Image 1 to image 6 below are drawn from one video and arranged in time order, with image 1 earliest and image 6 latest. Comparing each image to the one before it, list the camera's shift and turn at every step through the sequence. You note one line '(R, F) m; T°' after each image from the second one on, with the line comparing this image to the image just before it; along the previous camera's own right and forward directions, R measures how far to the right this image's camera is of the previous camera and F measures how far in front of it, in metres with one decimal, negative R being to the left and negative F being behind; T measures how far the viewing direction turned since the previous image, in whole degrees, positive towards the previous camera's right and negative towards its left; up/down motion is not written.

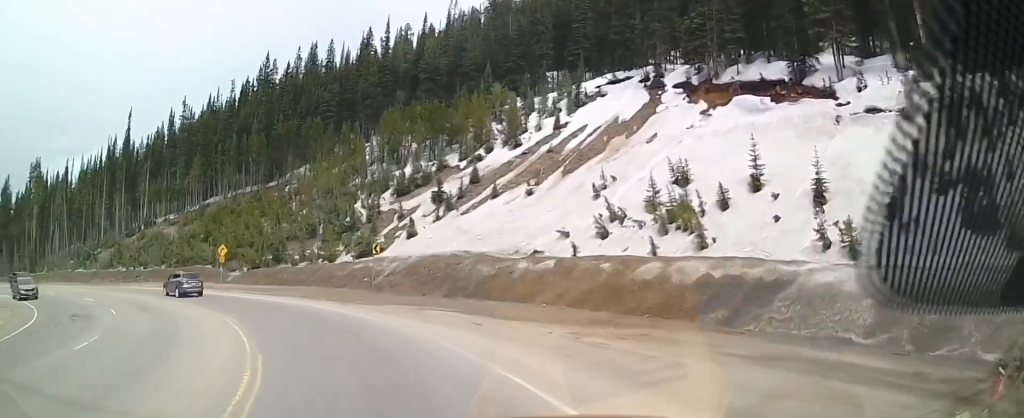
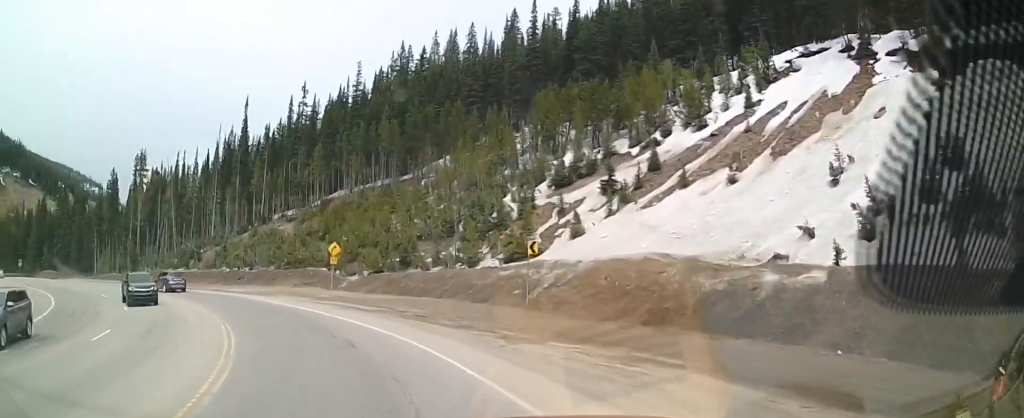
(-0.5, +12.9) m; -18°
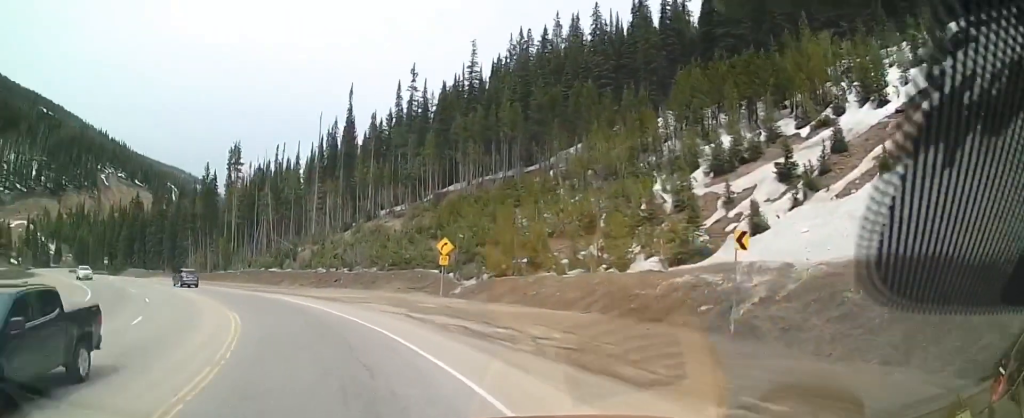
(-2.5, +8.8) m; -12°
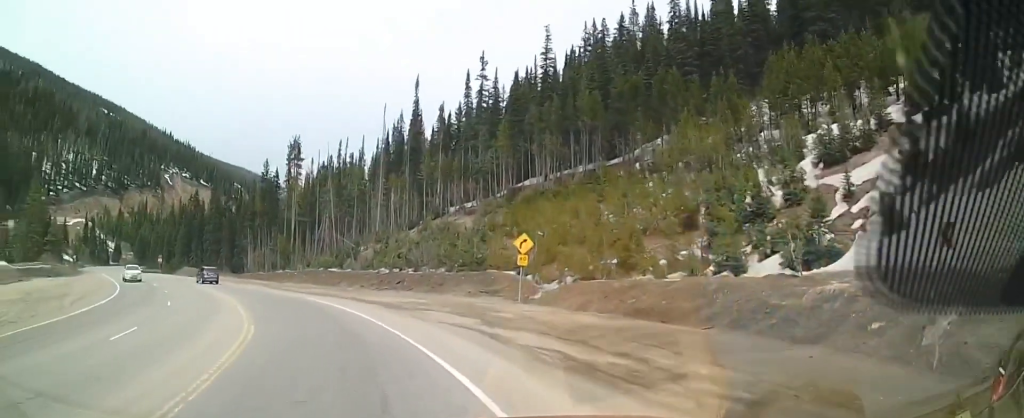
(+0.4, +4.8) m; +1°
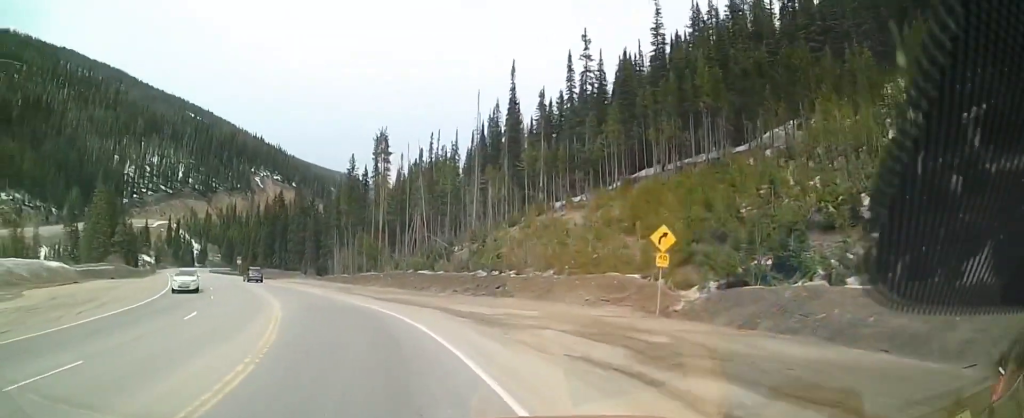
(-0.1, +6.3) m; -5°
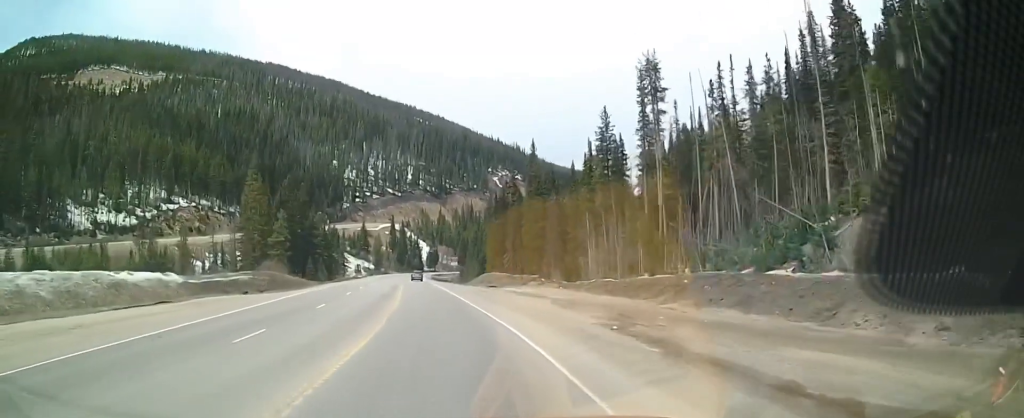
(-6.7, +21.9) m; -35°
